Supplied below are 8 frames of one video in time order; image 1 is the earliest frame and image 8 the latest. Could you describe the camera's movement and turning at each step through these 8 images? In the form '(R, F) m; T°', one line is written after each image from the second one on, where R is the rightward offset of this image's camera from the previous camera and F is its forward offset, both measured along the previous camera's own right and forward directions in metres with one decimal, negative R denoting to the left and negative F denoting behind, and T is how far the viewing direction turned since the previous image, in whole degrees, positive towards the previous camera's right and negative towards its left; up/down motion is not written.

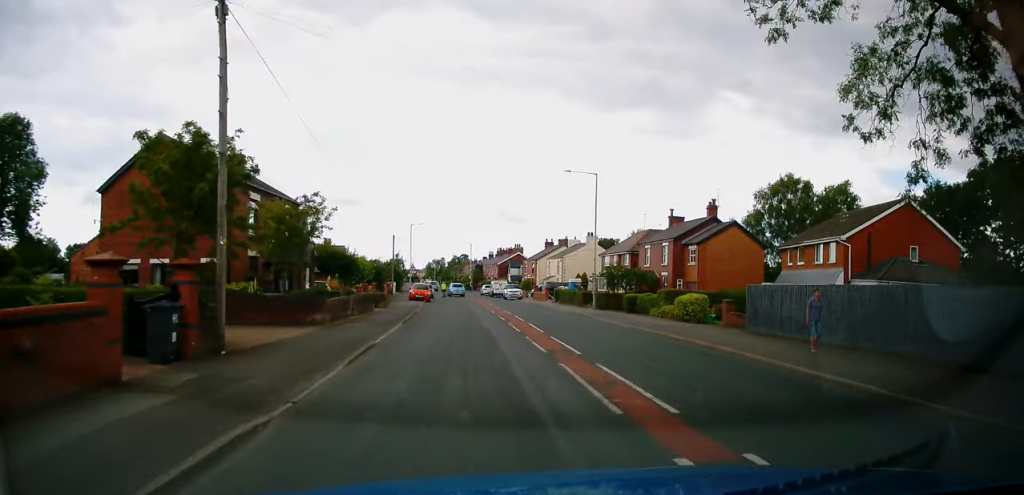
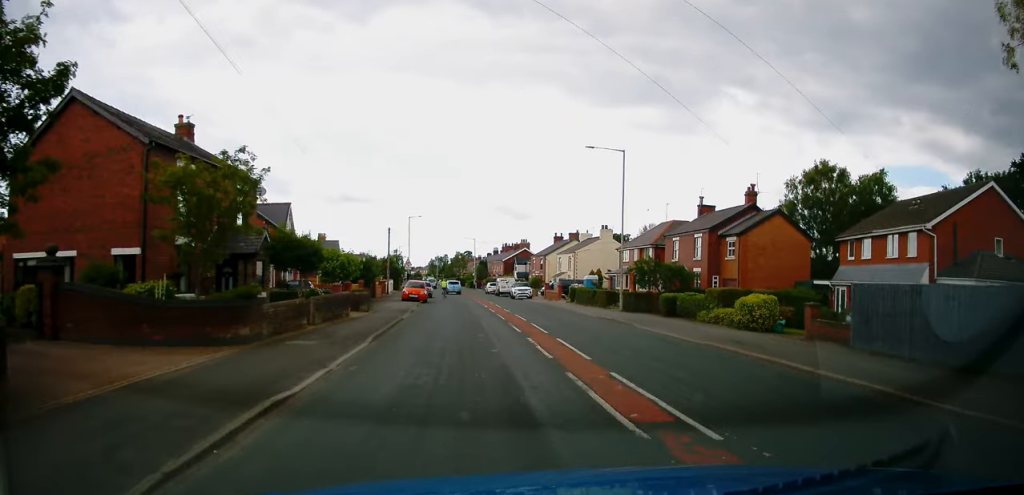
(0.0, +6.8) m; 0°
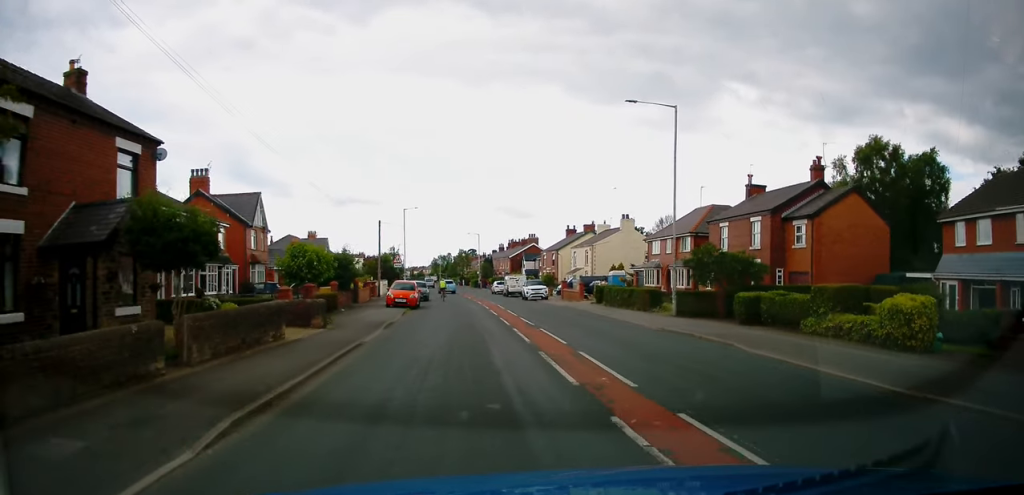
(0.0, +9.5) m; 0°
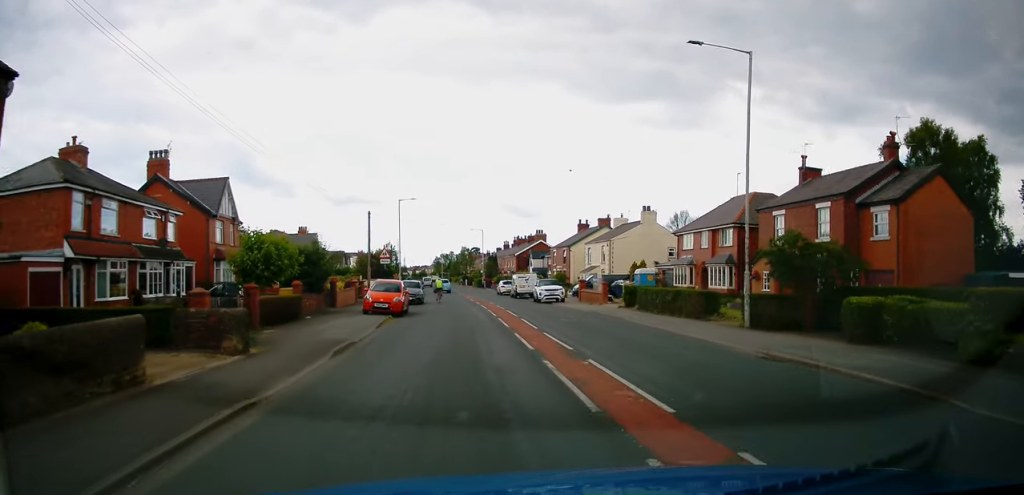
(0.0, +7.3) m; 0°
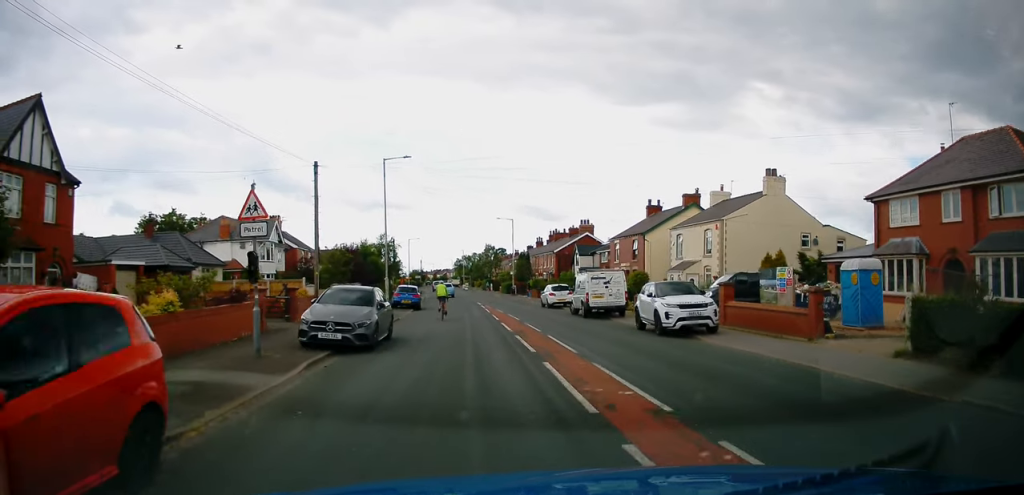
(-0.4, +23.7) m; -3°
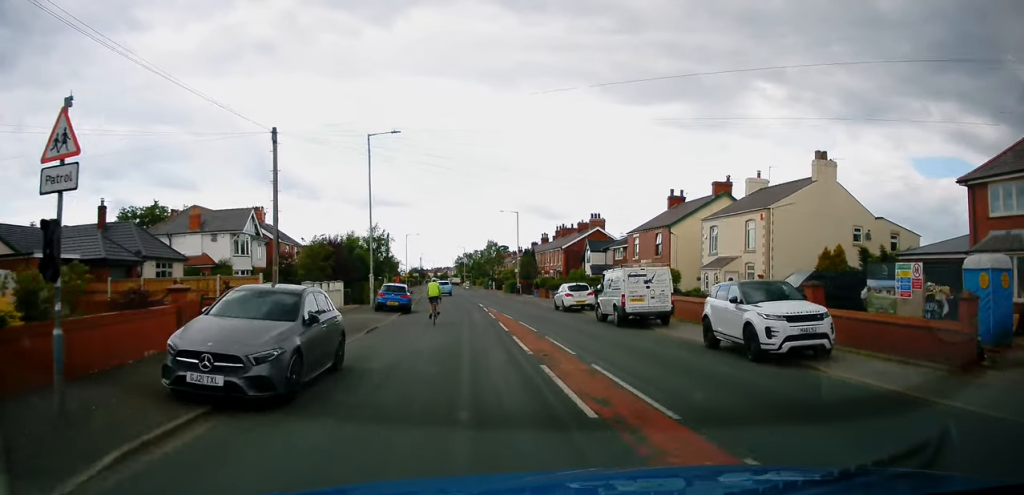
(-0.2, +6.2) m; -1°
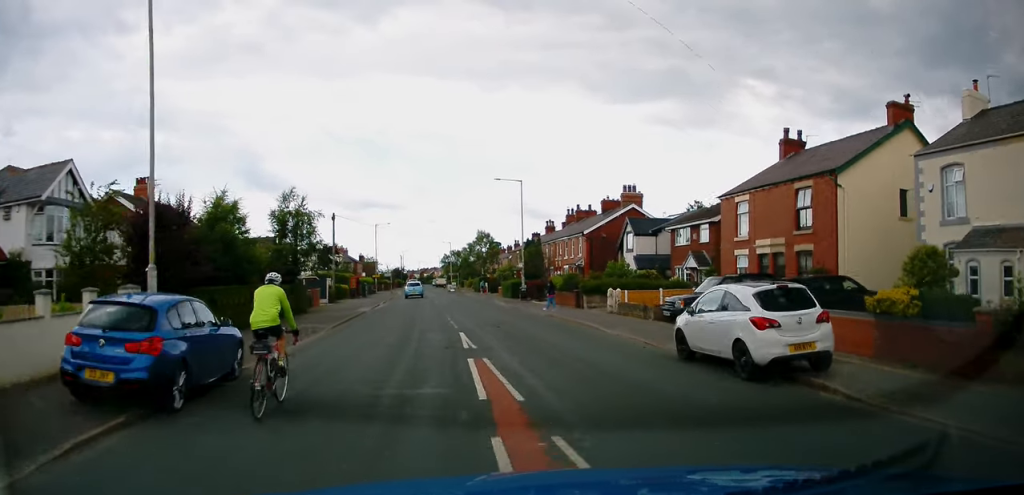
(0.0, +22.6) m; 0°
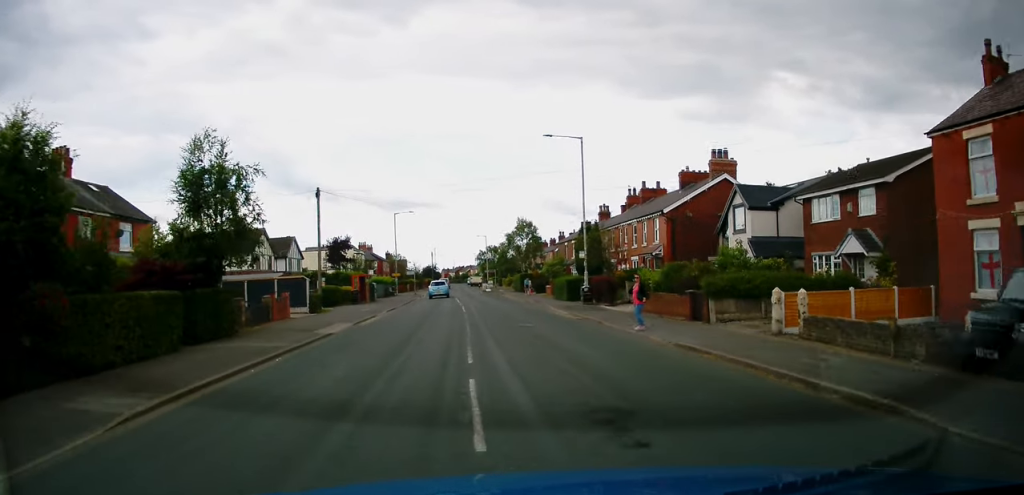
(0.0, +14.4) m; -1°
